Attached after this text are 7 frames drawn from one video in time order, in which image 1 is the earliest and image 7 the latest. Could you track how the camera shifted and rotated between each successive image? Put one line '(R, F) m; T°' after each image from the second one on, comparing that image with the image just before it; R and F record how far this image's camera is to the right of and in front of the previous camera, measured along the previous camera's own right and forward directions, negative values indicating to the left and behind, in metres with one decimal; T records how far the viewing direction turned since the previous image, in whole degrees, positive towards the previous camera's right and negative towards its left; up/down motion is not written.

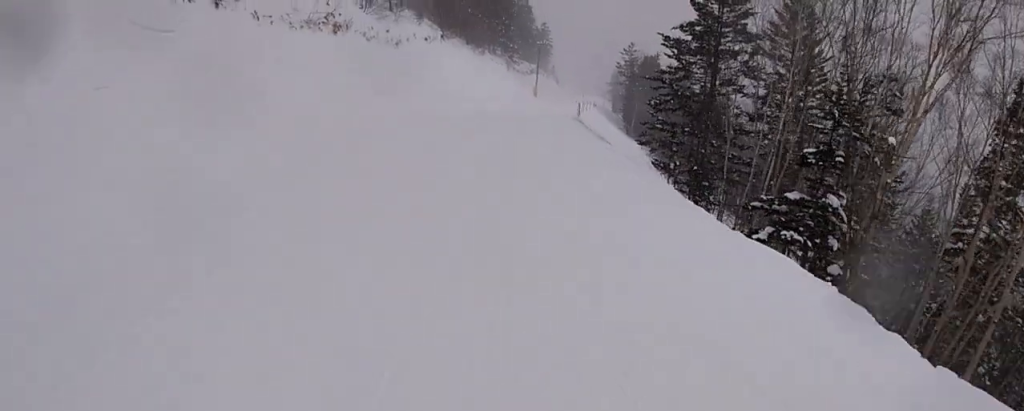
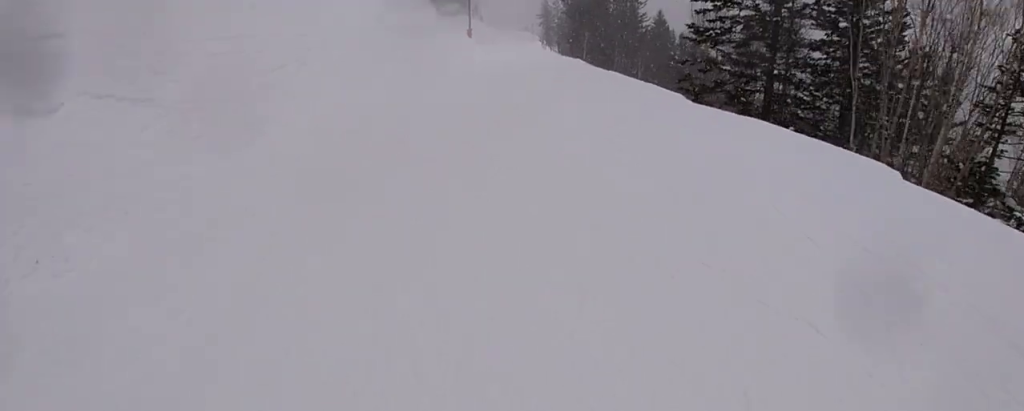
(-1.2, +10.4) m; +2°
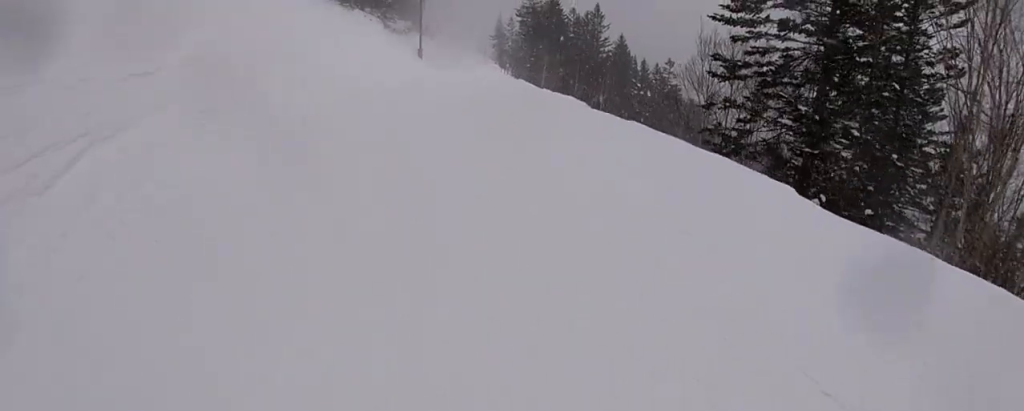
(+1.0, +6.5) m; +8°
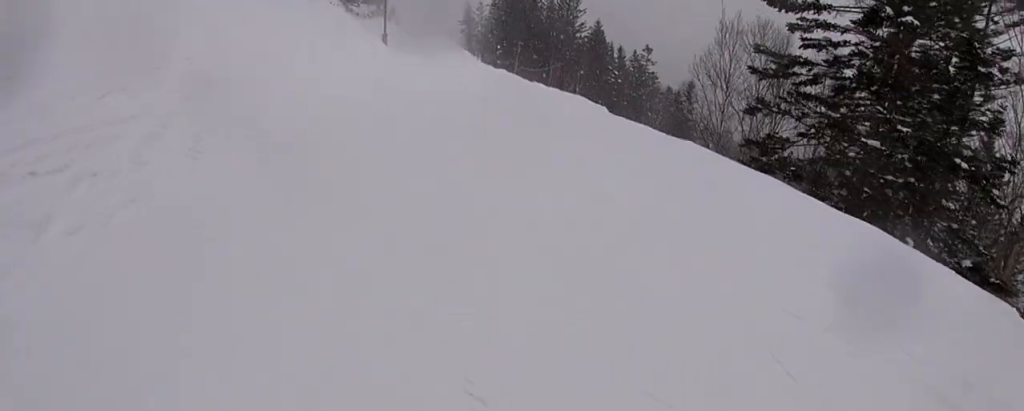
(-0.2, +4.2) m; +1°
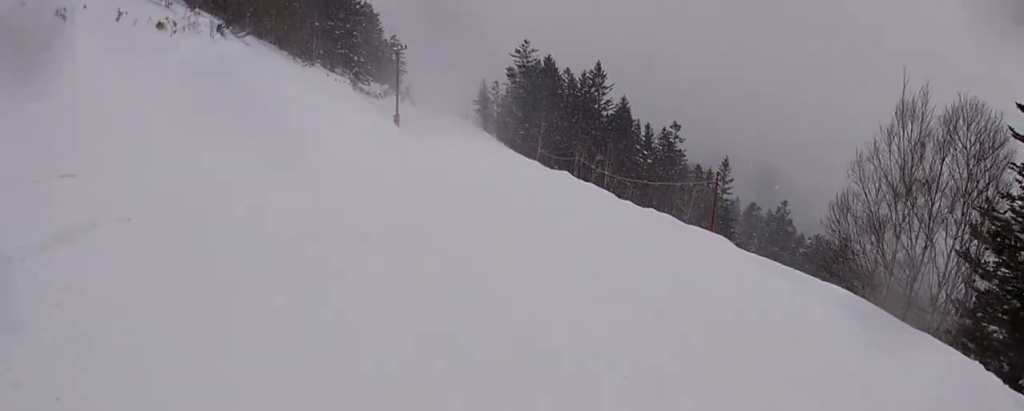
(+0.7, +8.0) m; +9°
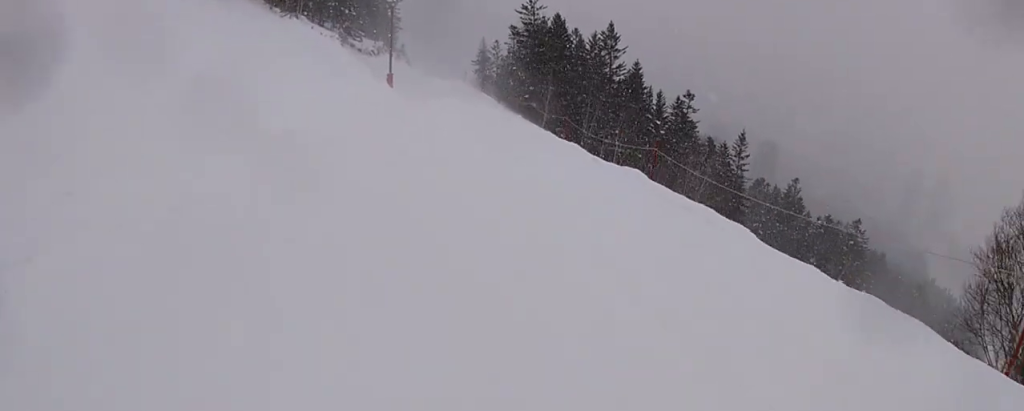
(+0.1, +4.9) m; +7°
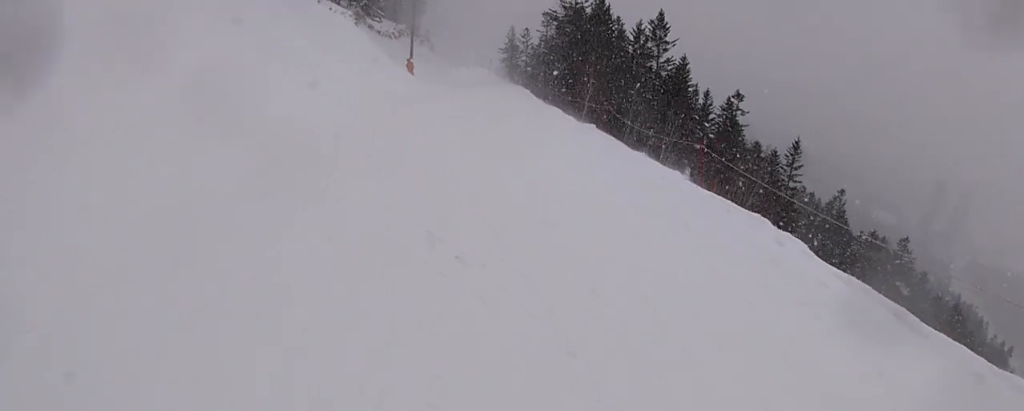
(+0.5, +6.8) m; -2°
